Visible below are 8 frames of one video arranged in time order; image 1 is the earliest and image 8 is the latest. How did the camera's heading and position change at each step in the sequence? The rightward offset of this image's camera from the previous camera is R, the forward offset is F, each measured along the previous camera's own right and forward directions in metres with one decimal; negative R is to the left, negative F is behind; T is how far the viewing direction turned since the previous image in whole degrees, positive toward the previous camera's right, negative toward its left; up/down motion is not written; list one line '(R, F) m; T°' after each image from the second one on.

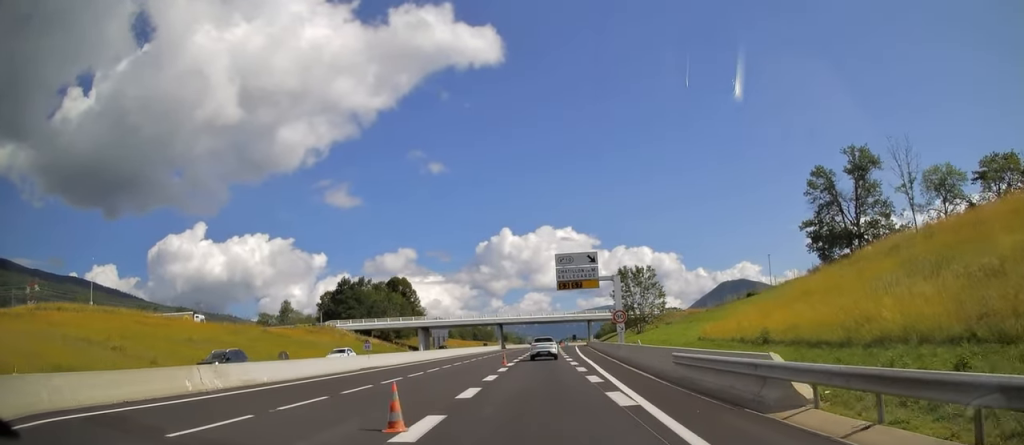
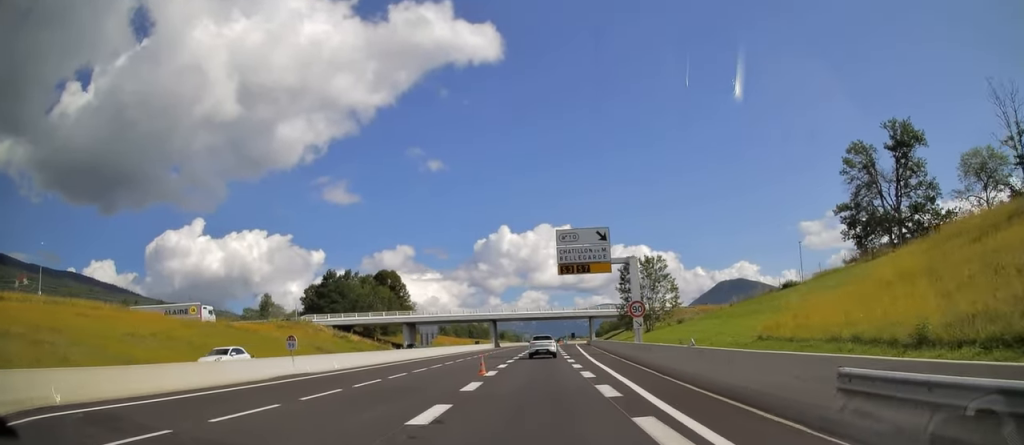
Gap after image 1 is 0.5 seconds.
(+0.1, +11.4) m; 0°
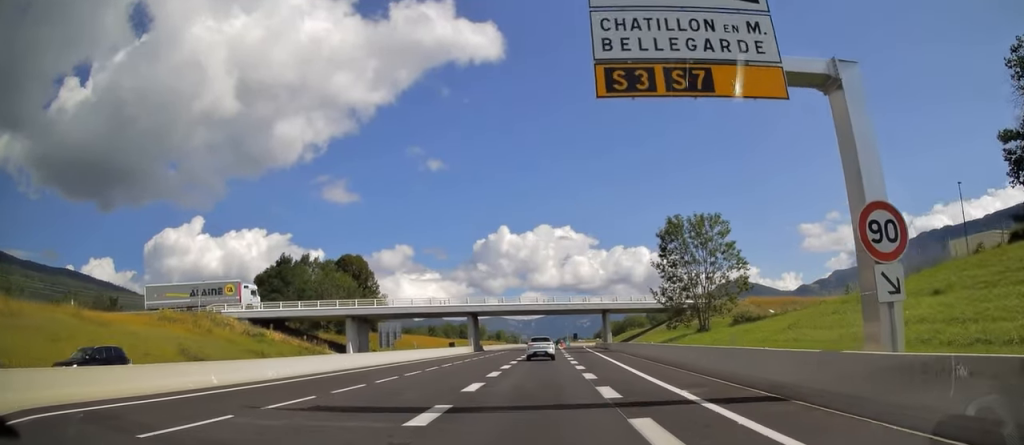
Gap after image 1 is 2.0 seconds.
(0.0, +32.4) m; 0°
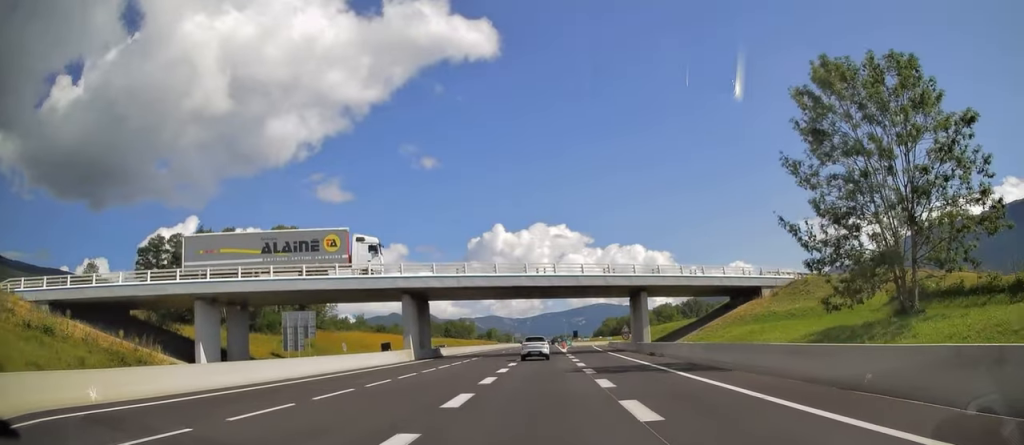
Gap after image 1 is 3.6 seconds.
(+0.2, +36.4) m; +1°
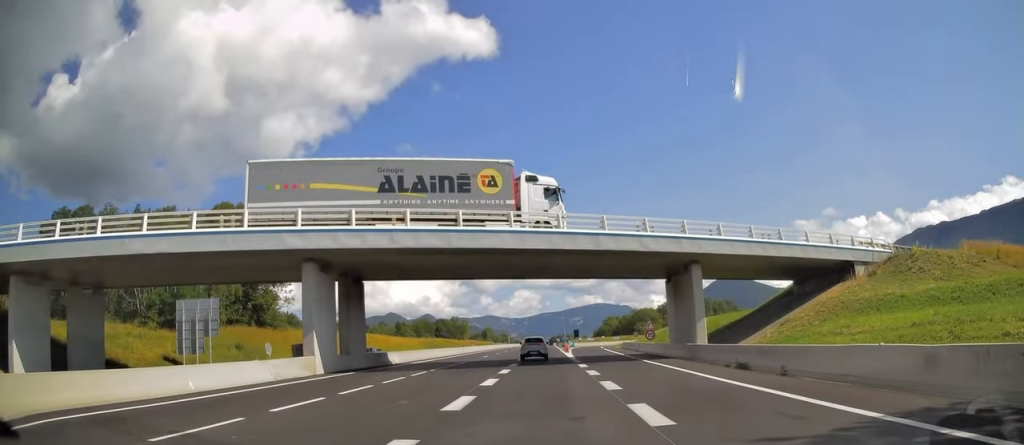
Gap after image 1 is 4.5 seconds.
(-0.1, +20.1) m; 0°
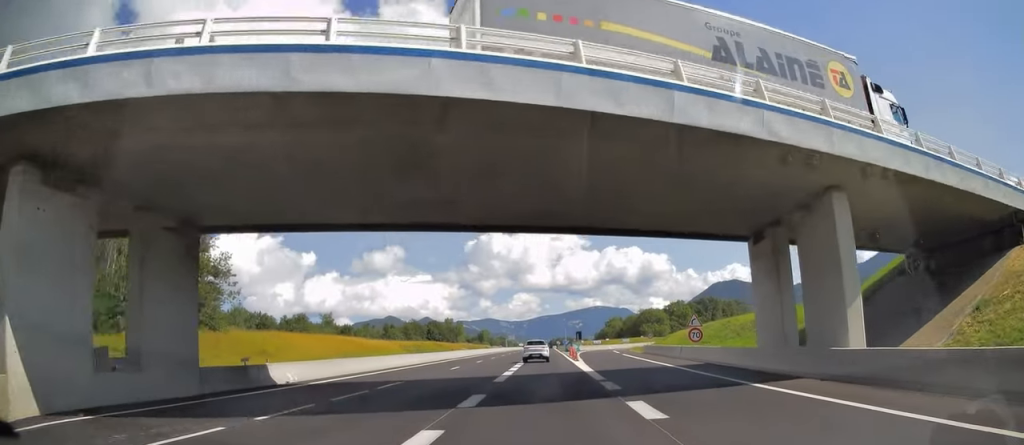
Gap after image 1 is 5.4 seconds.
(+0.1, +18.6) m; 0°
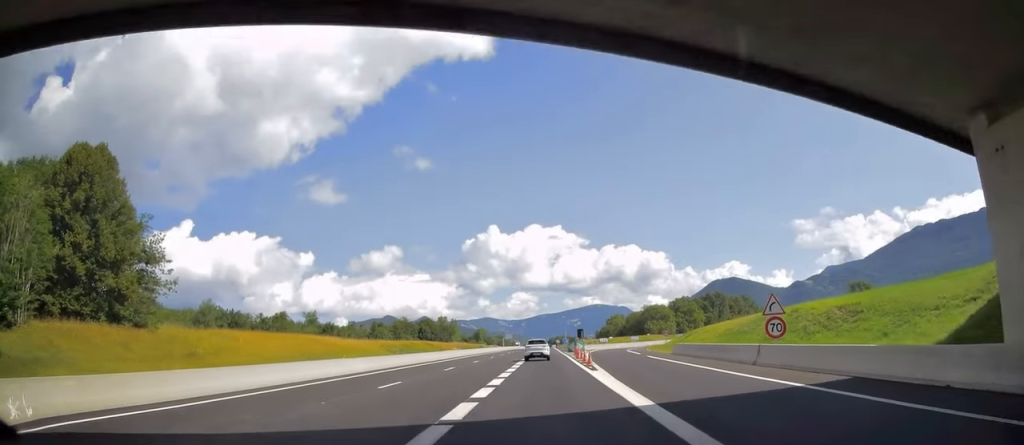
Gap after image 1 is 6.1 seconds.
(+0.1, +15.2) m; 0°
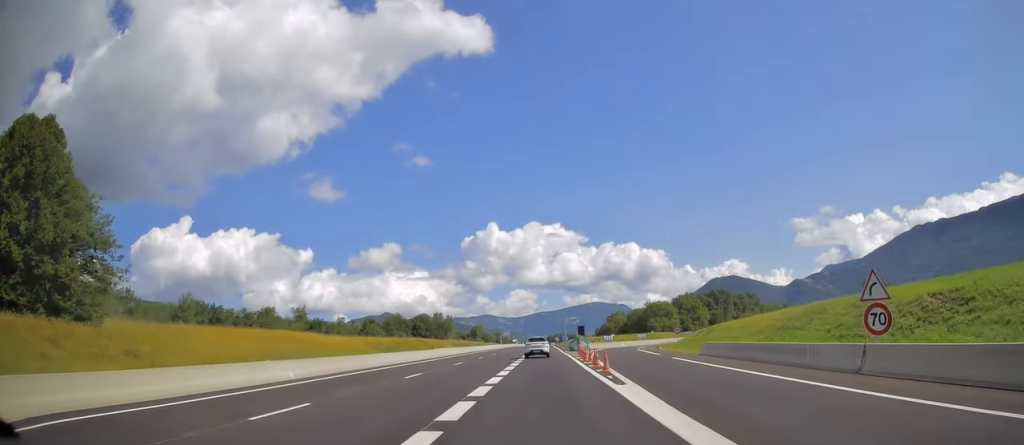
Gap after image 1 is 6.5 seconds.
(+0.1, +9.0) m; 0°
